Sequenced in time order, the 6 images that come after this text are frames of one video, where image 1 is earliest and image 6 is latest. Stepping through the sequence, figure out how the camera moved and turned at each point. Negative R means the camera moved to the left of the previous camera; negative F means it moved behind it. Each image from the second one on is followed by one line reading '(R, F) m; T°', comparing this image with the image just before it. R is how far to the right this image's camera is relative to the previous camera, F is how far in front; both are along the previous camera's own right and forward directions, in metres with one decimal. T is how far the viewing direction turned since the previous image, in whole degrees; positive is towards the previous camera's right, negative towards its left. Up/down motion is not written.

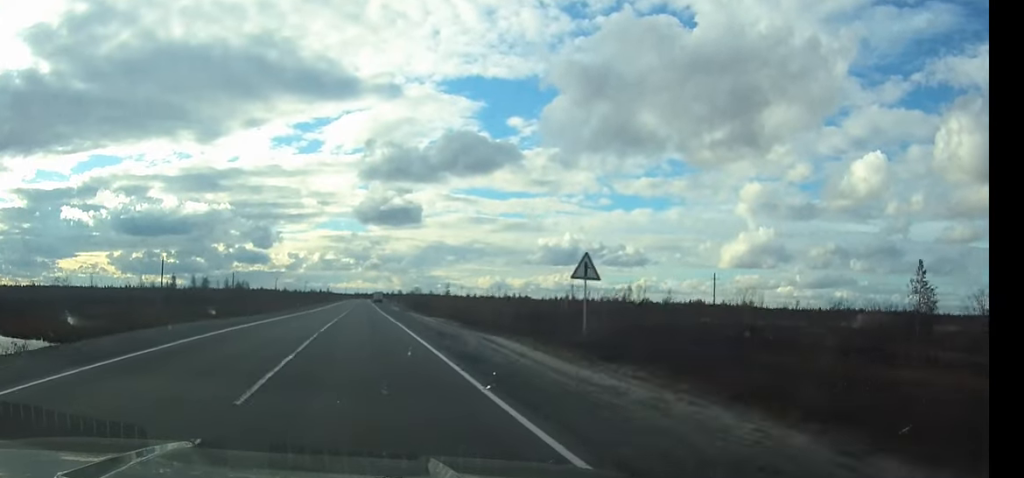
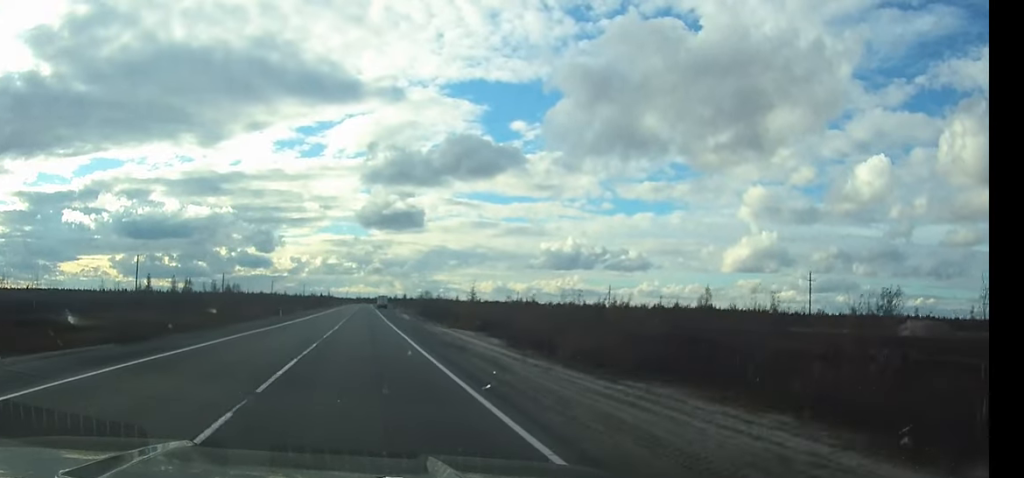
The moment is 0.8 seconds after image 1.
(0.0, +22.2) m; 0°
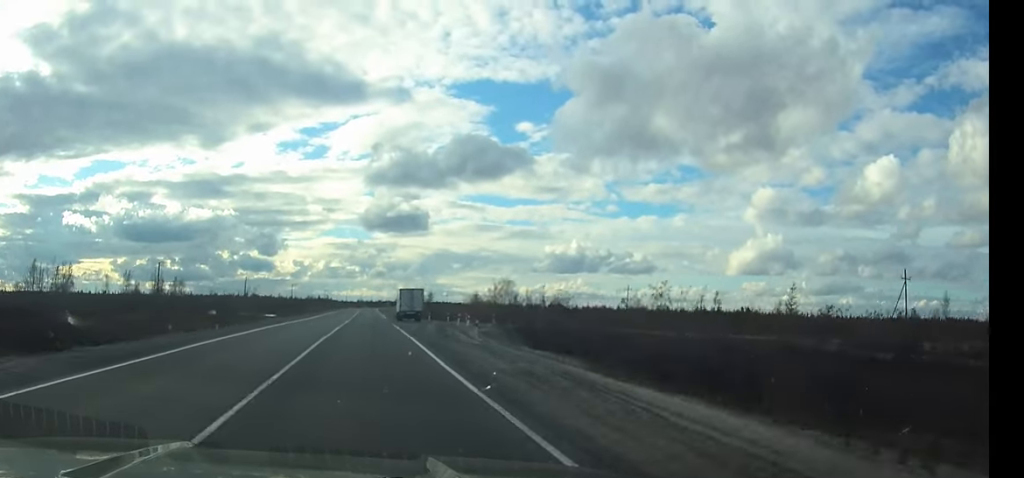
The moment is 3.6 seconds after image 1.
(-0.1, +79.3) m; 0°
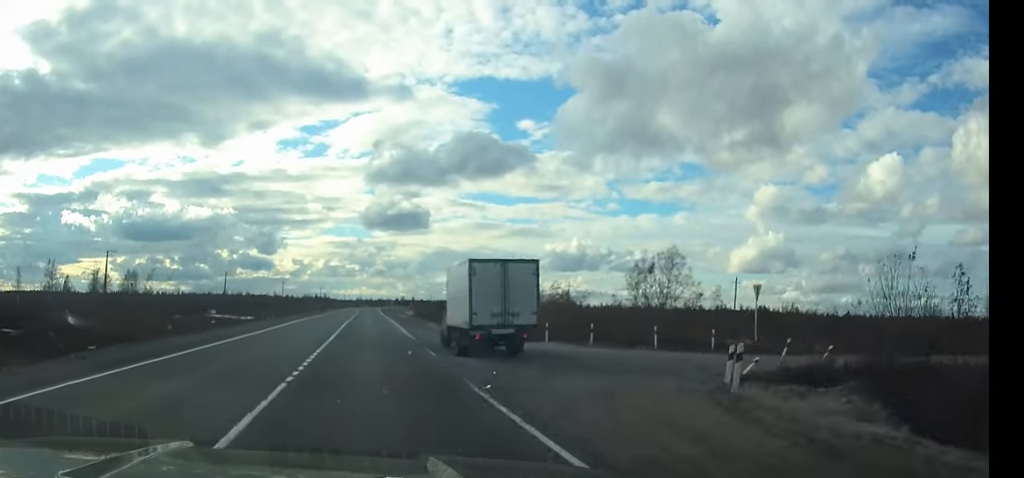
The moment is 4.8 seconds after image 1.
(0.0, +35.0) m; 0°
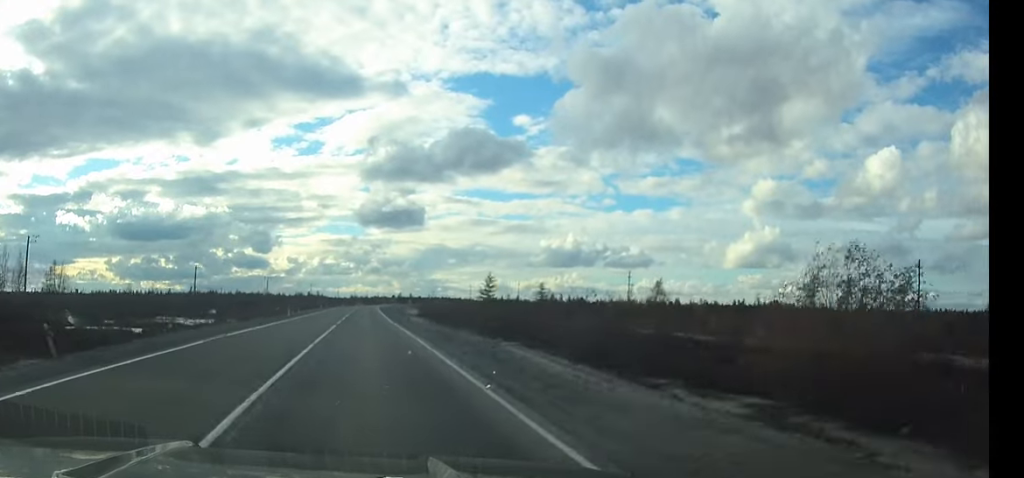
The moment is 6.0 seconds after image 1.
(+0.1, +33.0) m; 0°
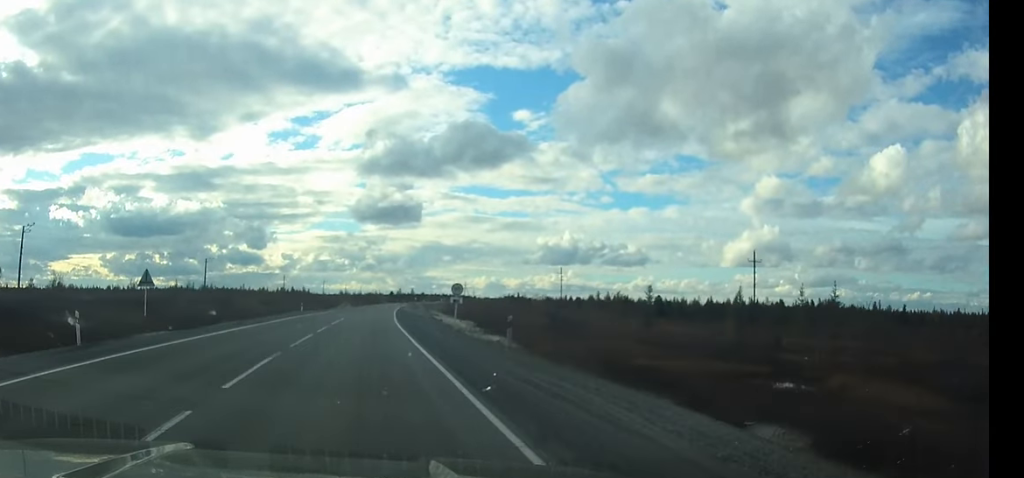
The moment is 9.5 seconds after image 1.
(+0.5, +92.5) m; +1°
